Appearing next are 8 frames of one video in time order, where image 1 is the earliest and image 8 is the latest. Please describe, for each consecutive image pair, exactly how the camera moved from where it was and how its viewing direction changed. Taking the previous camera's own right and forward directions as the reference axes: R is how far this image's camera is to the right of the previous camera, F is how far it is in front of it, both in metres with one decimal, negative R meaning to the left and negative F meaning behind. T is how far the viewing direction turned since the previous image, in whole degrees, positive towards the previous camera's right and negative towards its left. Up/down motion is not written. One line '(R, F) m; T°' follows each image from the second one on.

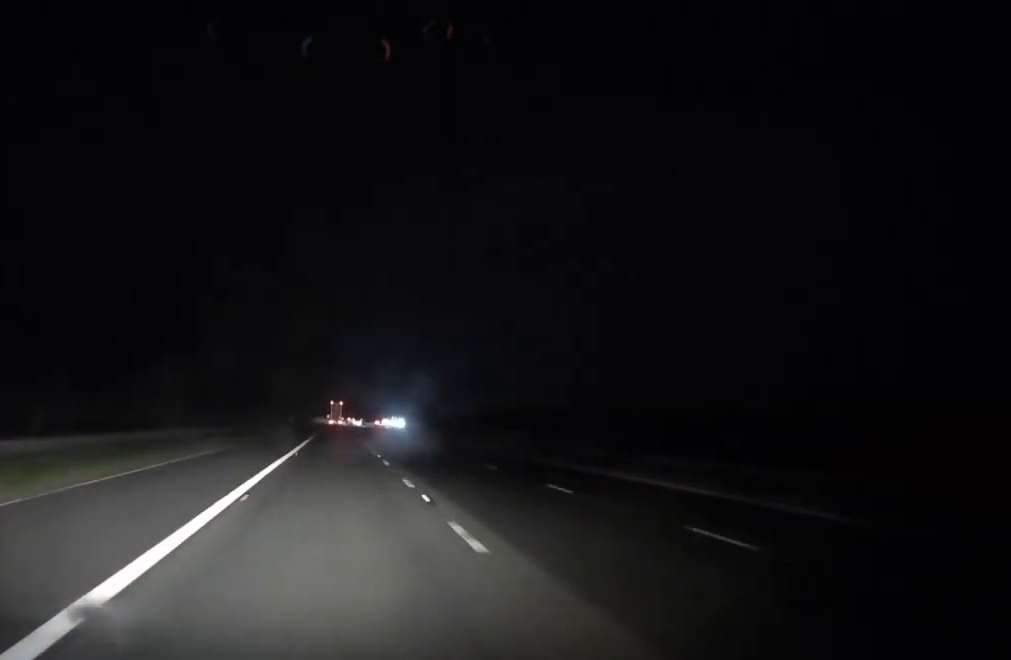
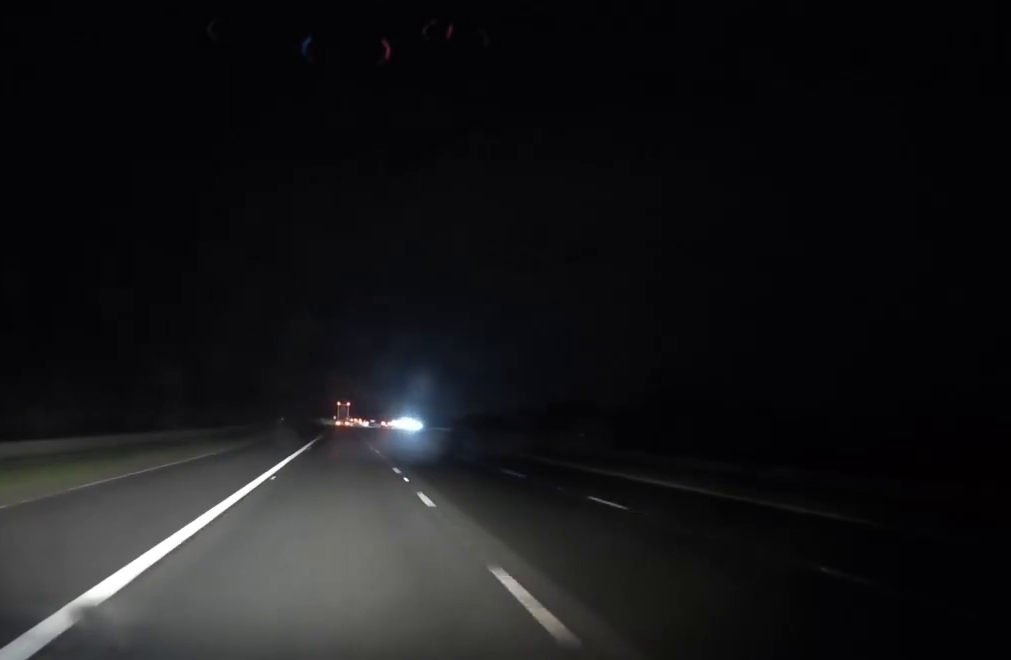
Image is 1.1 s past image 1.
(+0.1, +30.7) m; 0°
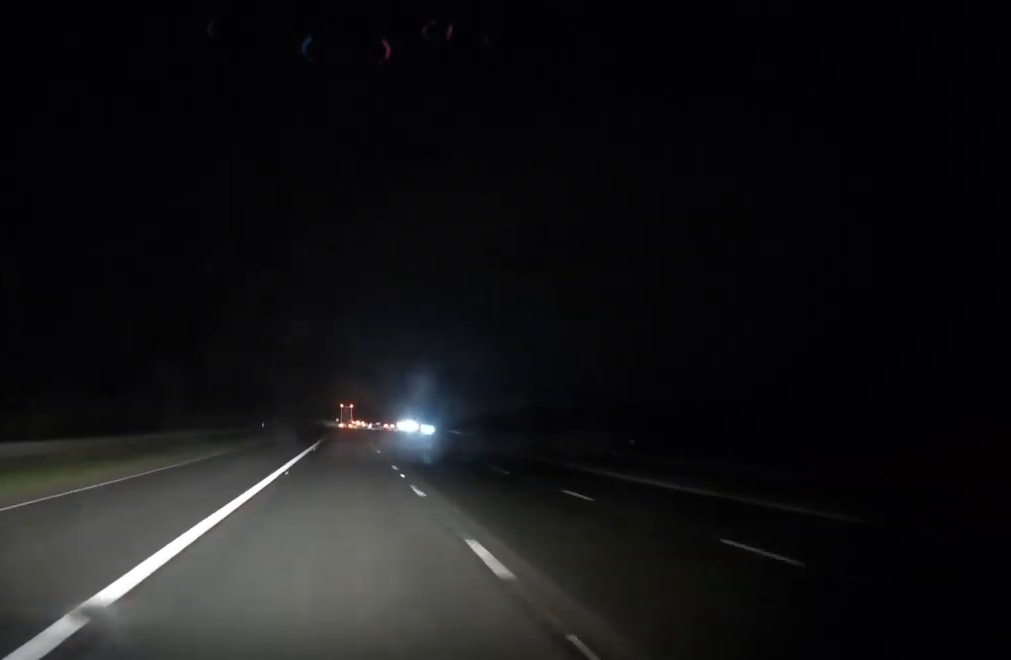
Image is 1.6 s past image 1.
(-0.1, +15.3) m; 0°
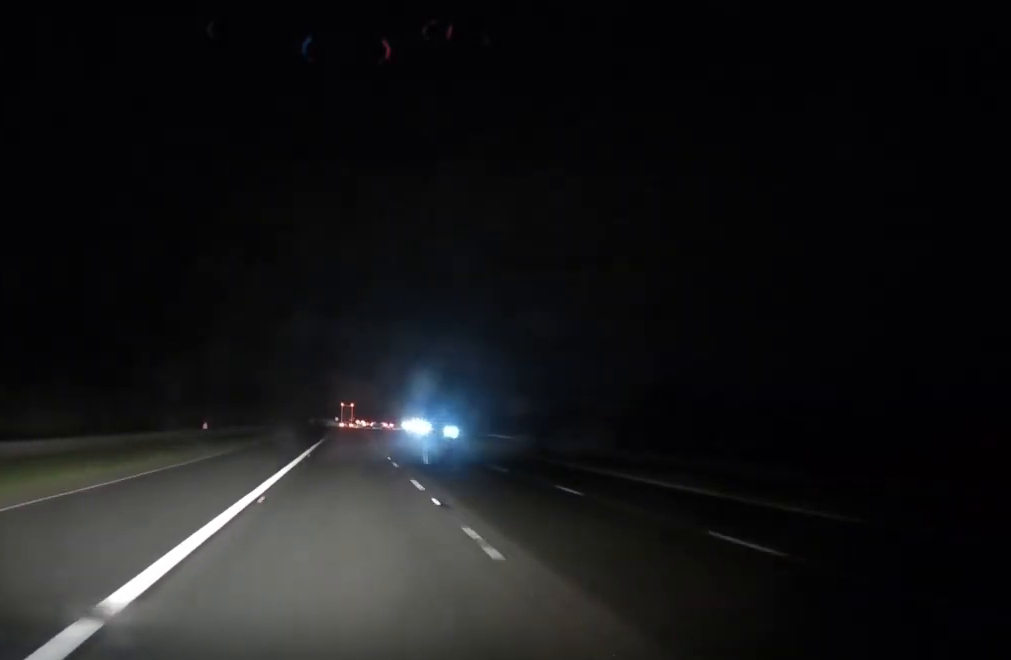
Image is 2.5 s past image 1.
(-0.1, +25.9) m; 0°
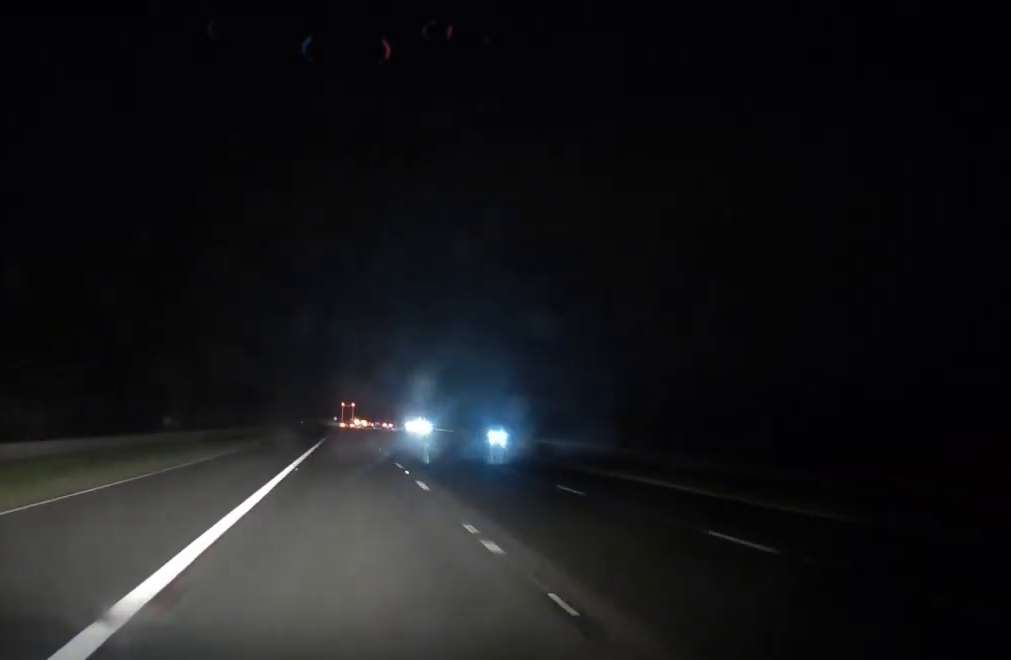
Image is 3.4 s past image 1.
(0.0, +26.9) m; 0°
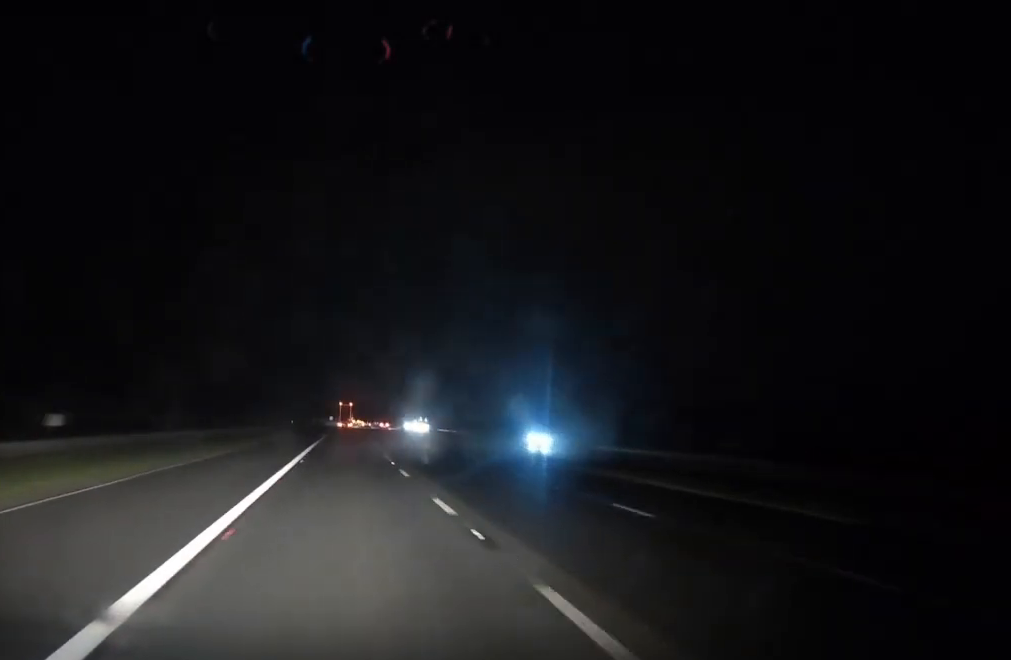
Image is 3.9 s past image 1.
(-0.1, +13.4) m; 0°
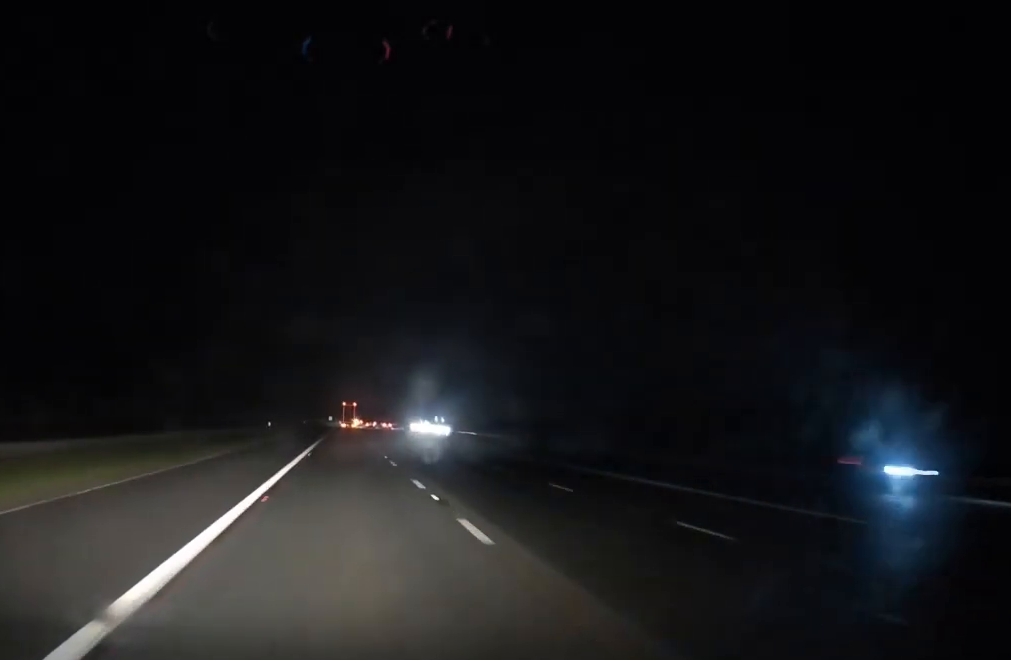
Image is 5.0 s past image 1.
(+0.3, +30.8) m; 0°
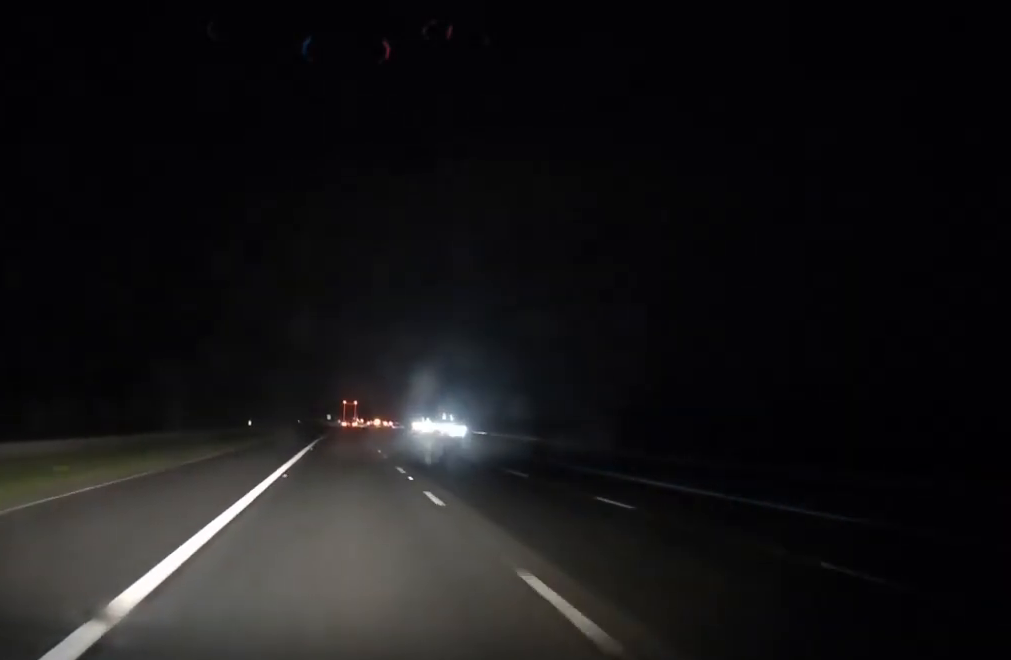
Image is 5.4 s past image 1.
(0.0, +13.5) m; 0°
